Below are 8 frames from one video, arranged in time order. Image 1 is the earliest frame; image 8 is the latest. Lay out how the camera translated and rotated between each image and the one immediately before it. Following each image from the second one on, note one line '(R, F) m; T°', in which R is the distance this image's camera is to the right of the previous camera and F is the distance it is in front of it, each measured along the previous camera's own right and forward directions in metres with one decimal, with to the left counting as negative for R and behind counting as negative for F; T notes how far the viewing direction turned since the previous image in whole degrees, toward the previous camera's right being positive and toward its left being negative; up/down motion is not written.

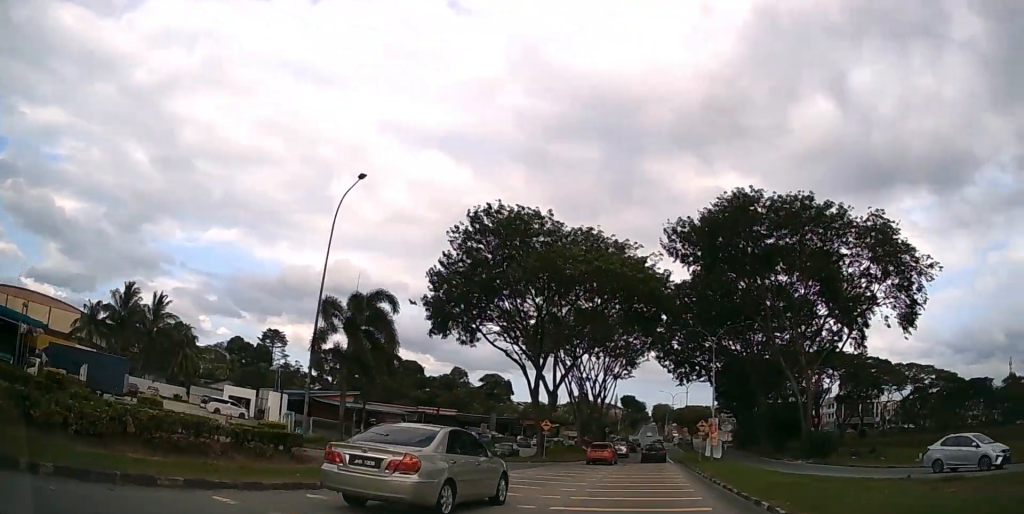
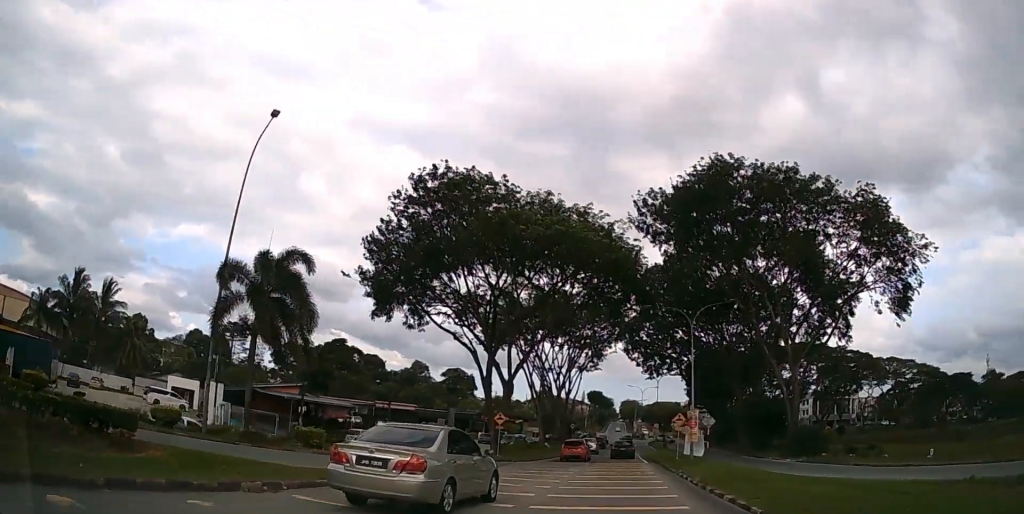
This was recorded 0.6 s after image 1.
(+0.3, +5.0) m; +4°
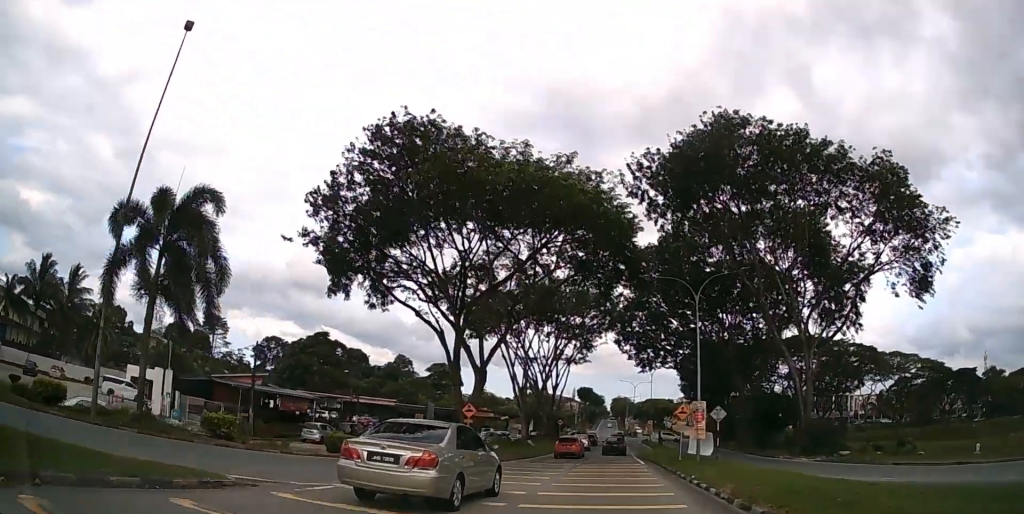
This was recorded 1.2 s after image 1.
(+0.2, +5.7) m; +3°
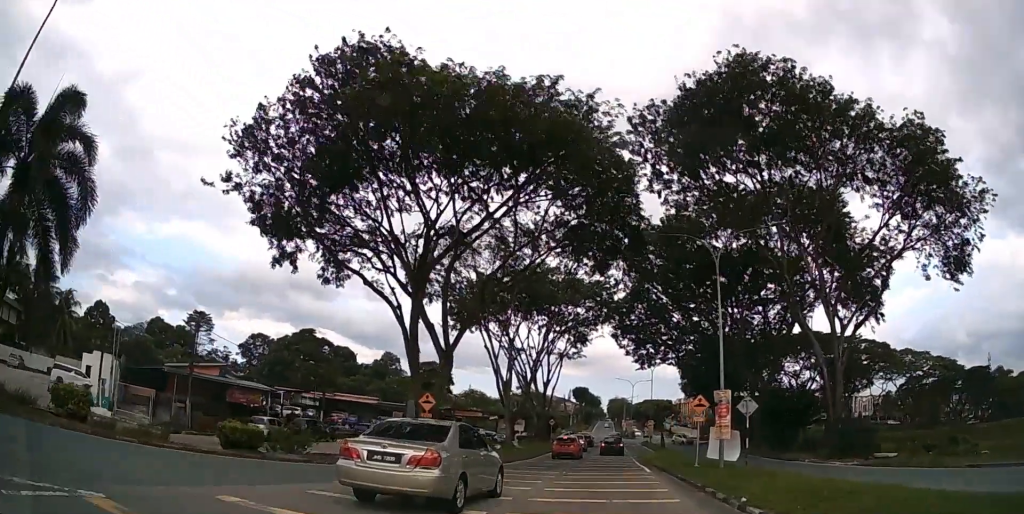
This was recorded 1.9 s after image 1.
(+0.1, +6.4) m; +1°
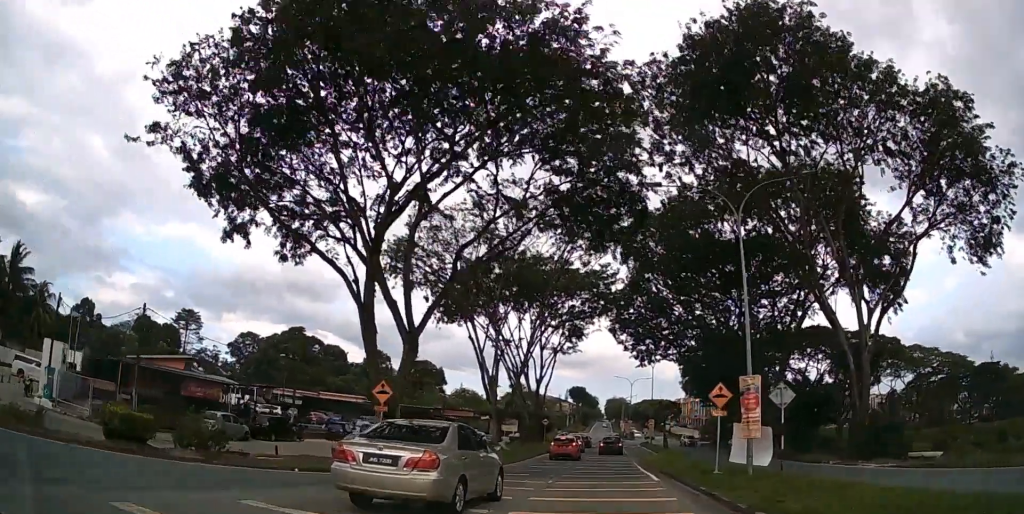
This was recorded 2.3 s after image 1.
(0.0, +4.4) m; 0°
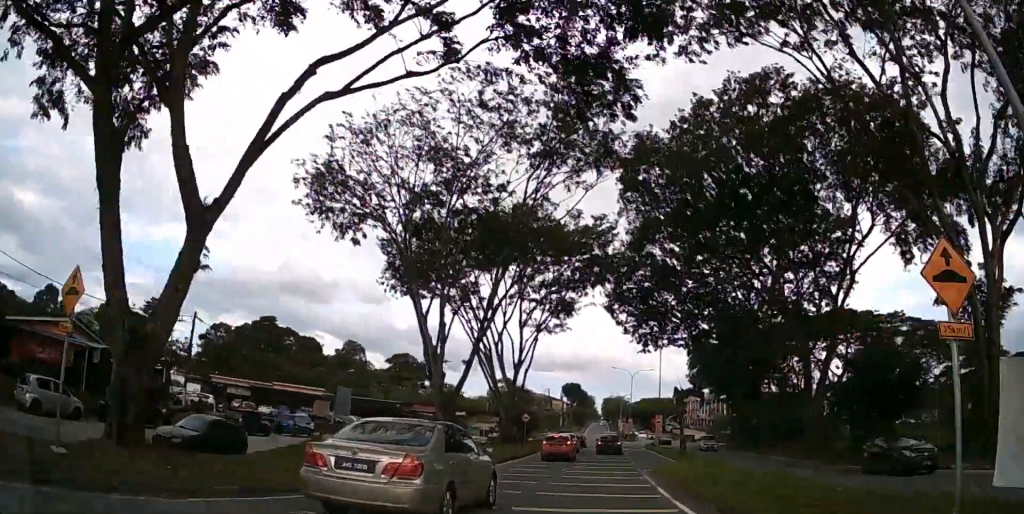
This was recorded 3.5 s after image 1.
(-0.1, +13.1) m; -1°
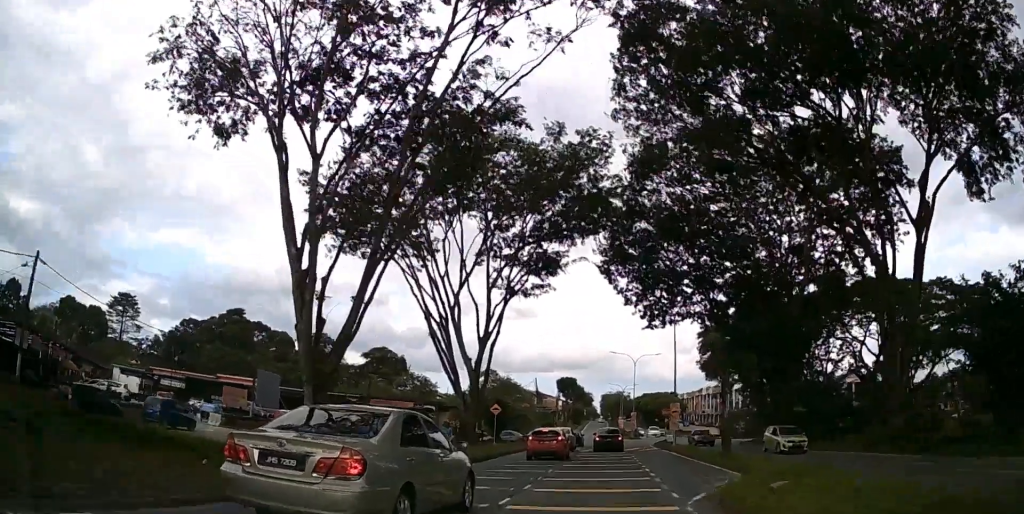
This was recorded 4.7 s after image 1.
(-0.1, +13.0) m; -1°
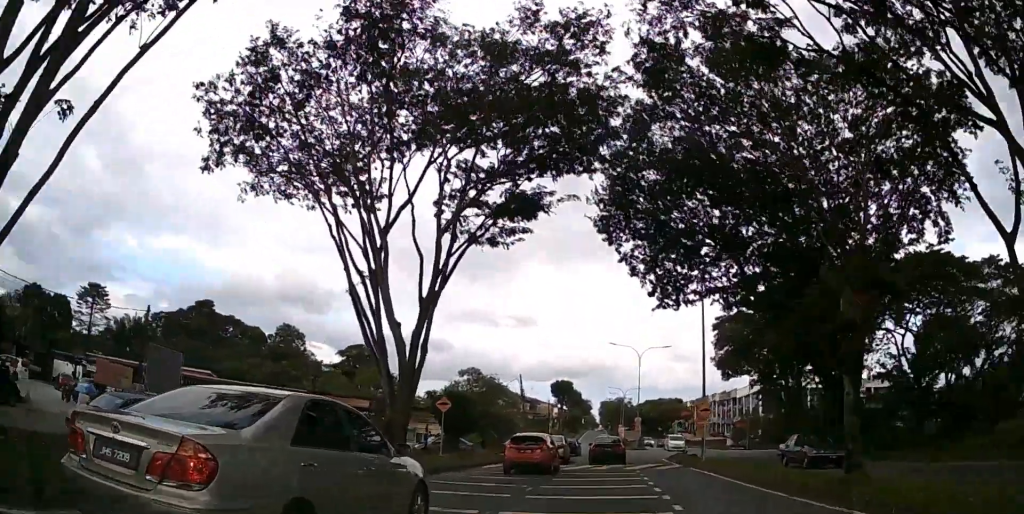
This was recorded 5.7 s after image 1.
(-0.1, +12.1) m; 0°
